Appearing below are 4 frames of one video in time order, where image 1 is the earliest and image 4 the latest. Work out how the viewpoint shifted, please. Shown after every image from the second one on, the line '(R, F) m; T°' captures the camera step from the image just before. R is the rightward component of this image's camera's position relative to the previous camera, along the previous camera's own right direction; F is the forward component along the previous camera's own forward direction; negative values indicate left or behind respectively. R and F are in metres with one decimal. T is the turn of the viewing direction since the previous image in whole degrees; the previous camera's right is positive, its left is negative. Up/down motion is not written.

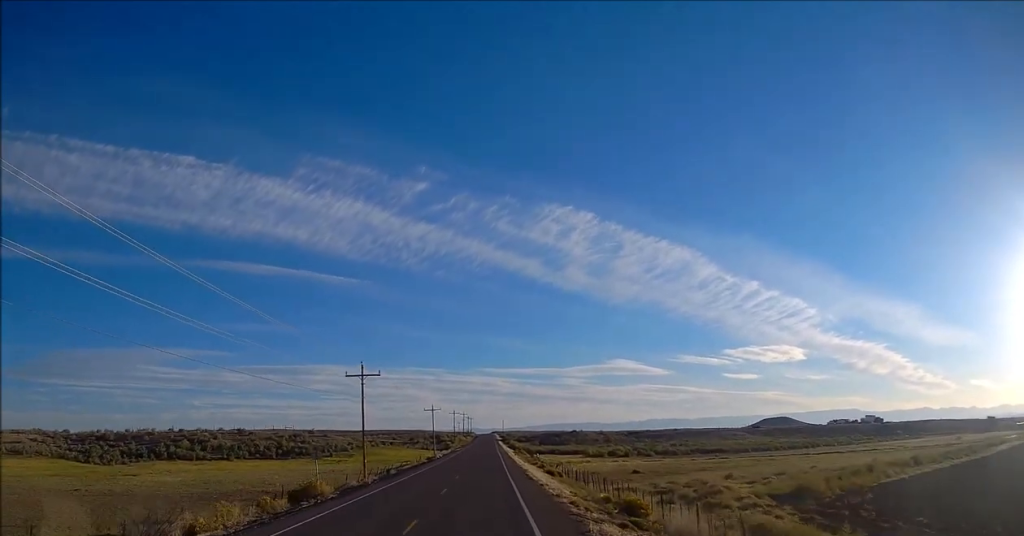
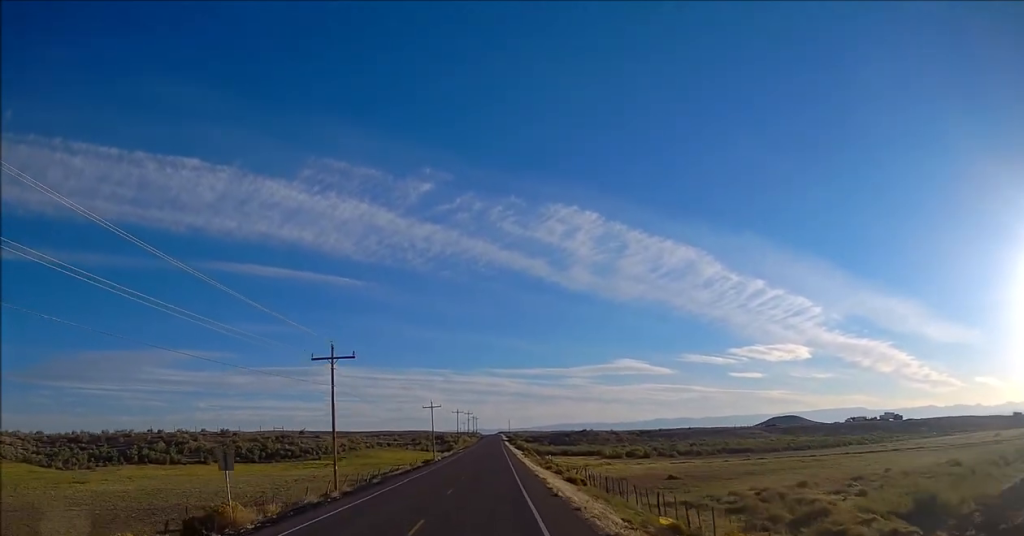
(-0.1, +12.2) m; 0°
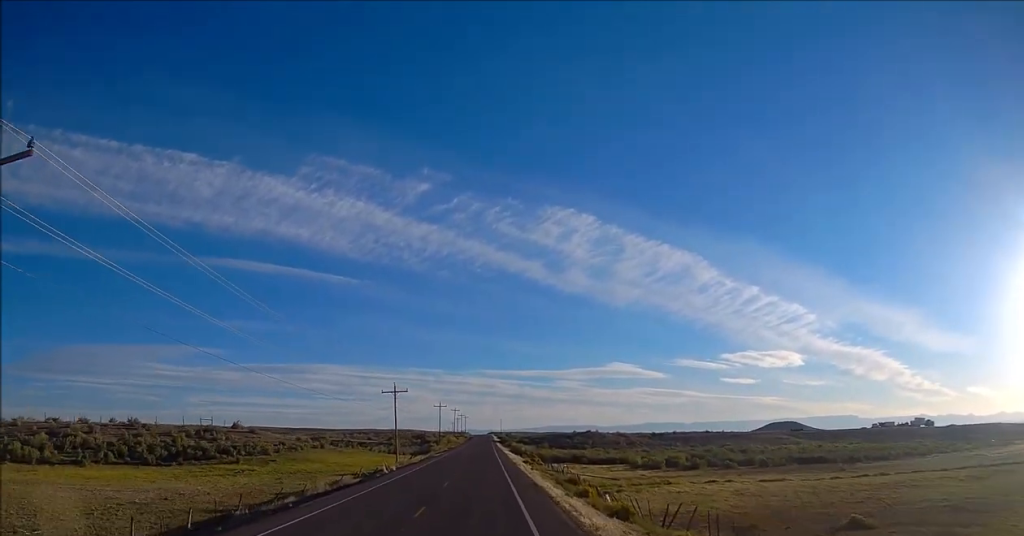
(+0.1, +33.6) m; 0°
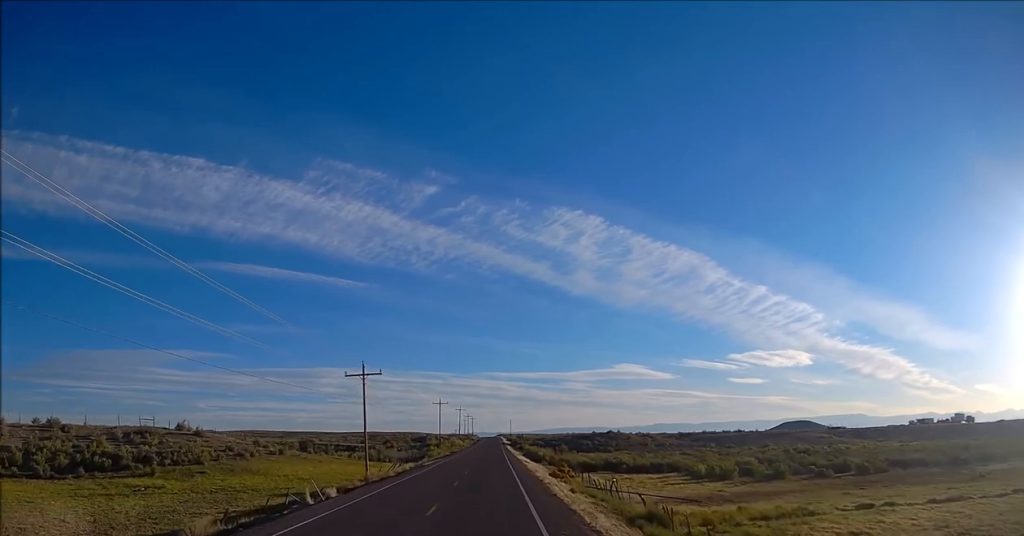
(0.0, +22.9) m; 0°
